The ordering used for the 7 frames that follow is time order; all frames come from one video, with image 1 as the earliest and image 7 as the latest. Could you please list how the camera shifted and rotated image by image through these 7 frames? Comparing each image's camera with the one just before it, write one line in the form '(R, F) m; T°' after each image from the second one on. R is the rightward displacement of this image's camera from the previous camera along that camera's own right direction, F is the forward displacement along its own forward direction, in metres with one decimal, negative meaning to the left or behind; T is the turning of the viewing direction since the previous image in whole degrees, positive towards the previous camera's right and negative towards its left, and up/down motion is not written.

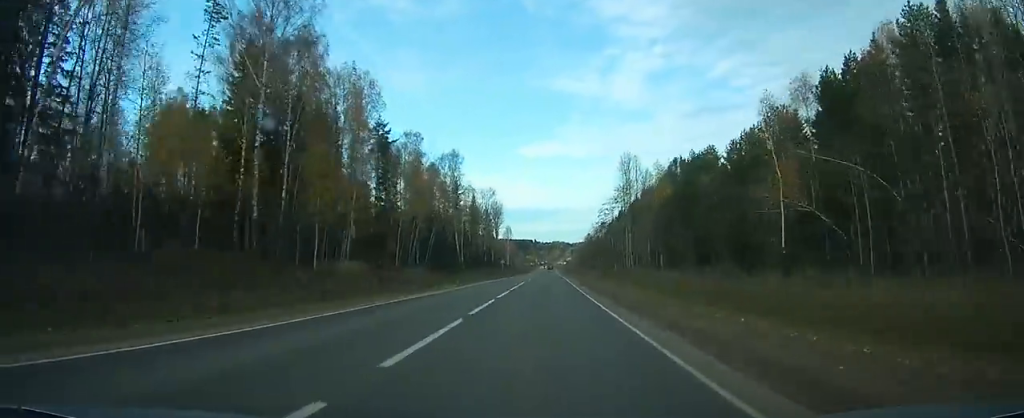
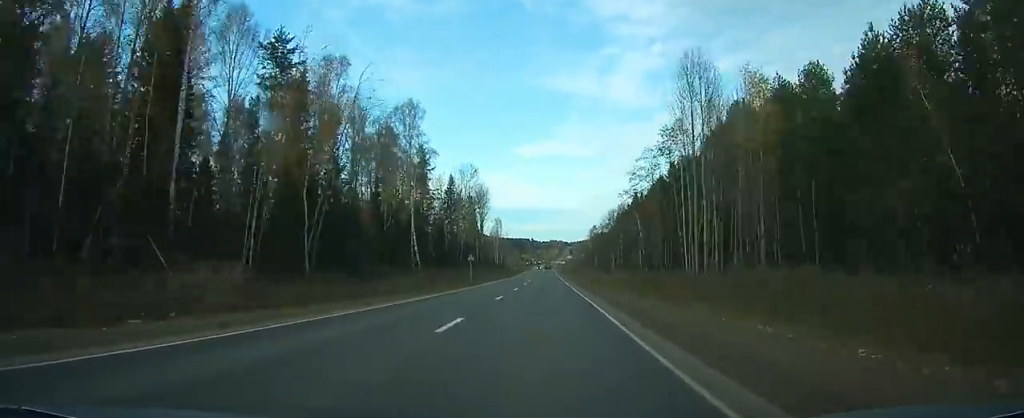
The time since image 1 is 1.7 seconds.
(+1.7, +42.9) m; +3°
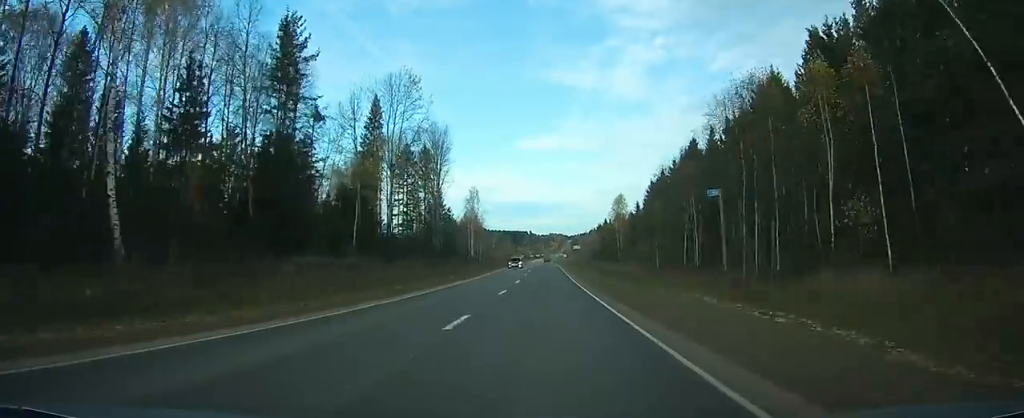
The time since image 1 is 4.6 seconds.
(+1.2, +70.9) m; +1°
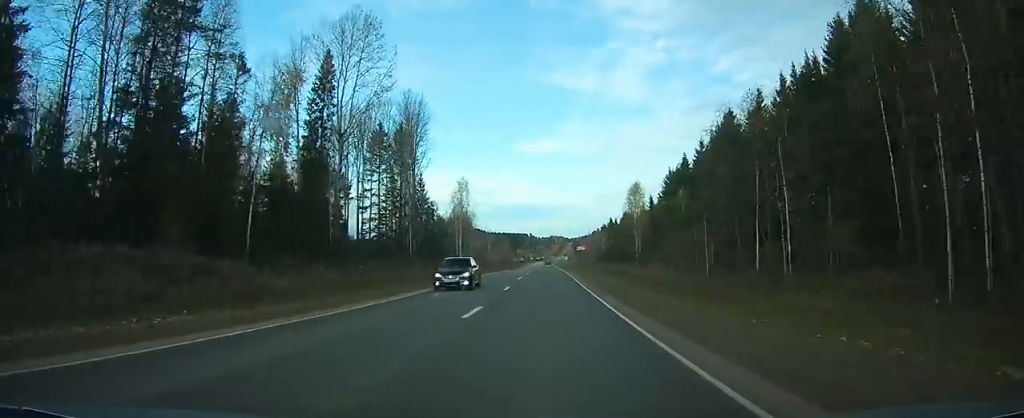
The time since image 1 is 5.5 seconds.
(0.0, +21.5) m; 0°
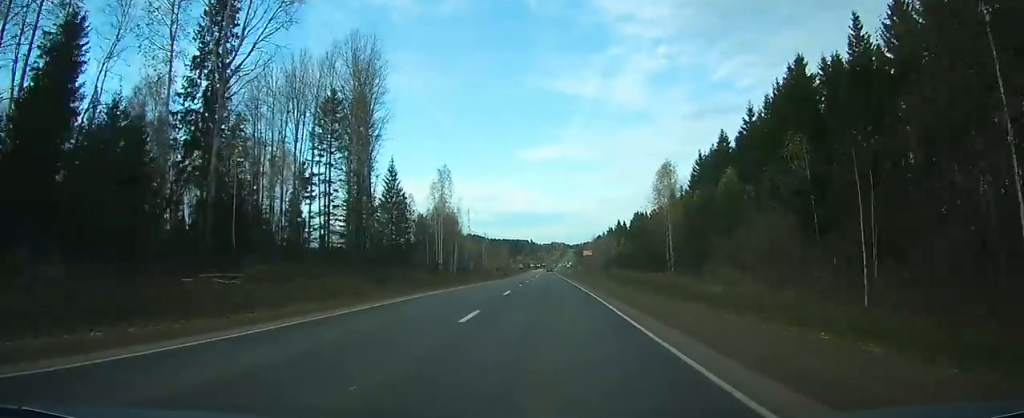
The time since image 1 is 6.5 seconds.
(-0.1, +24.7) m; 0°
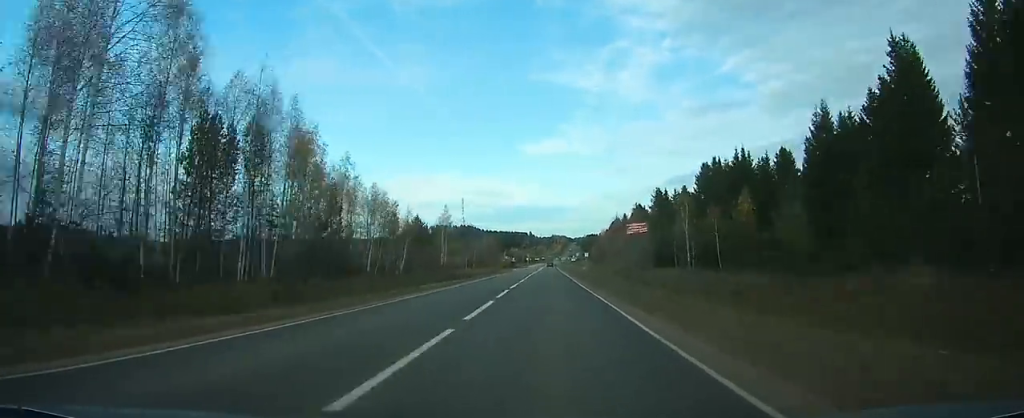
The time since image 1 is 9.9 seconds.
(+0.2, +85.1) m; 0°
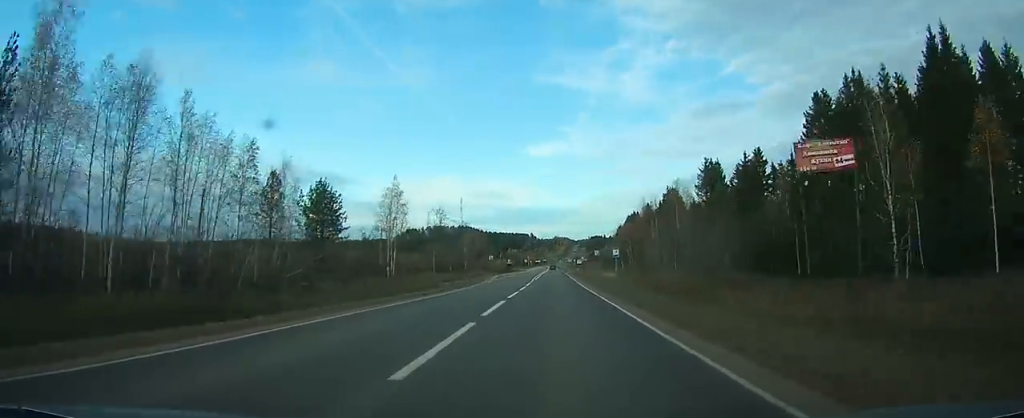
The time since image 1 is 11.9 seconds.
(+0.1, +46.7) m; 0°
